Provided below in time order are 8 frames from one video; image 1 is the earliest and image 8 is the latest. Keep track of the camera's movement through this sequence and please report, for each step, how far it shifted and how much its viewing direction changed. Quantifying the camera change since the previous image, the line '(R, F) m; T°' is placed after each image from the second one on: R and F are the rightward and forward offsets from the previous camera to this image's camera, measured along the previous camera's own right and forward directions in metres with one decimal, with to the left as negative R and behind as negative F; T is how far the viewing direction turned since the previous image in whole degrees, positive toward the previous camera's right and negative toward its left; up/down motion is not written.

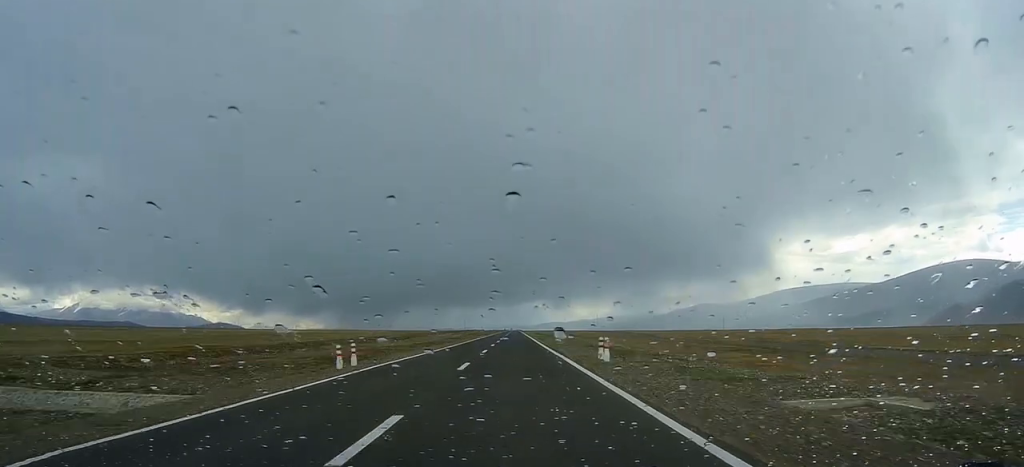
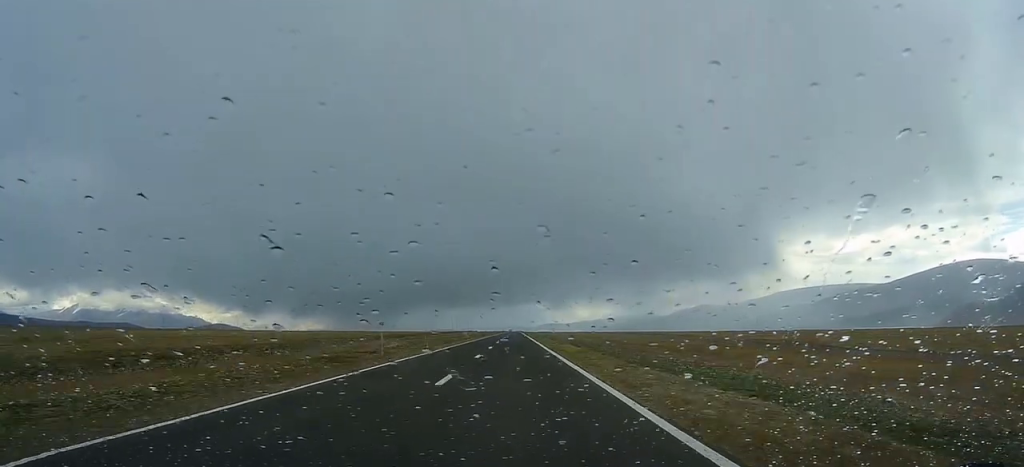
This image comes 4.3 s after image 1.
(-0.1, +122.9) m; 0°
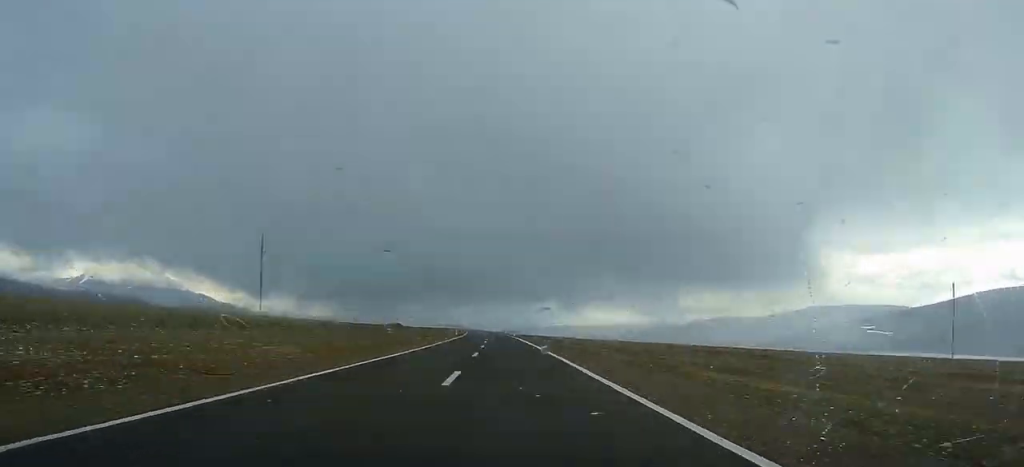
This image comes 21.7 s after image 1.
(-13.2, +479.6) m; -6°
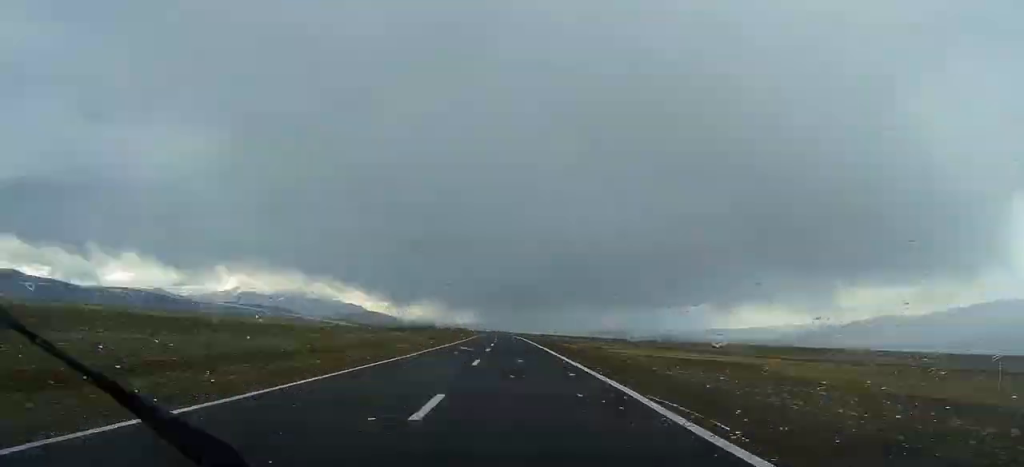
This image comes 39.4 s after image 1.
(-45.7, +475.3) m; -10°
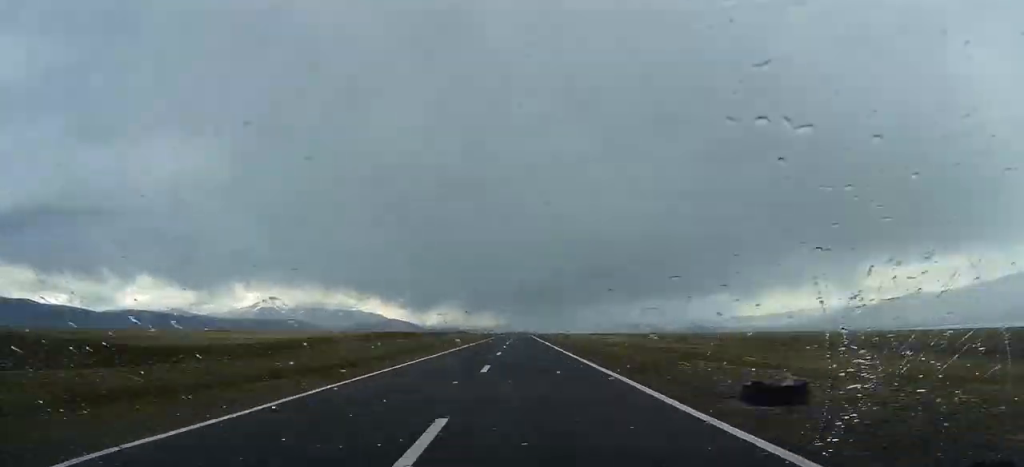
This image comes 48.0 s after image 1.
(-5.7, +236.4) m; -1°
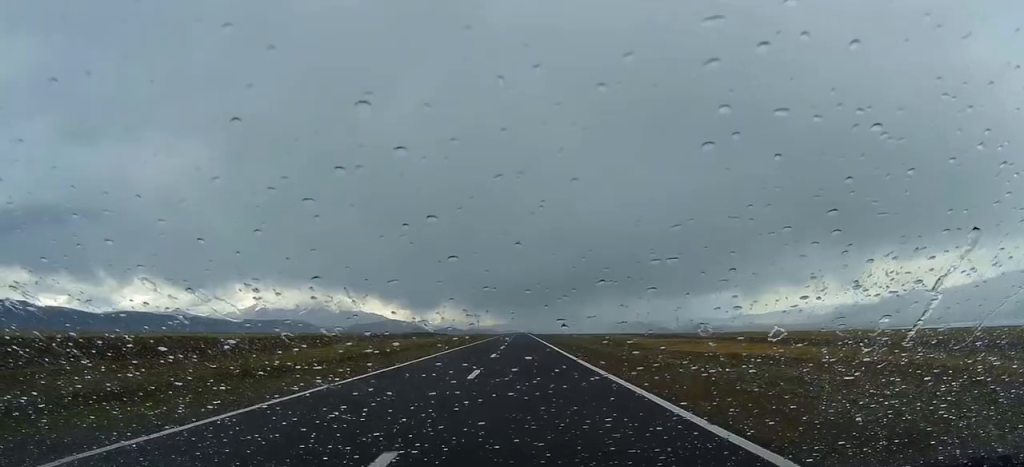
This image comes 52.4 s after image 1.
(+0.1, +118.2) m; 0°
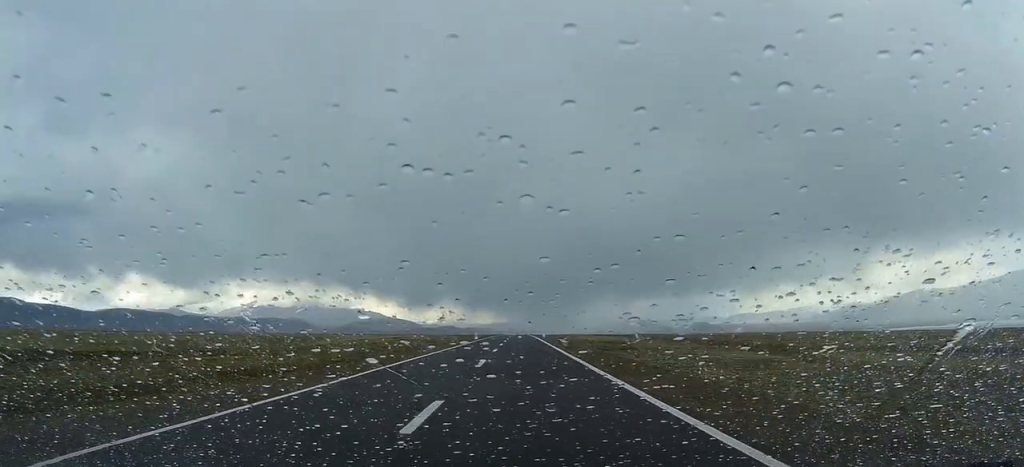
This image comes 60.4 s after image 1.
(+0.2, +218.3) m; 0°
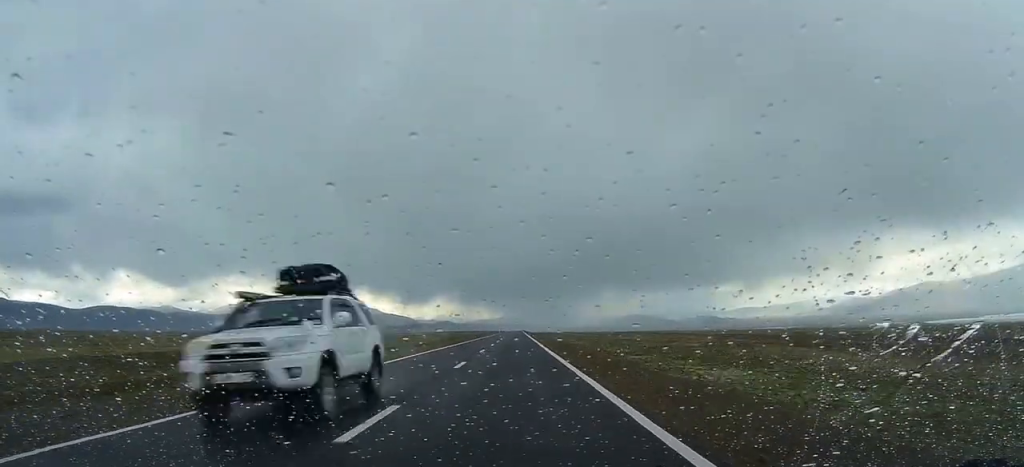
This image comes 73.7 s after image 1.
(0.0, +361.2) m; -1°
